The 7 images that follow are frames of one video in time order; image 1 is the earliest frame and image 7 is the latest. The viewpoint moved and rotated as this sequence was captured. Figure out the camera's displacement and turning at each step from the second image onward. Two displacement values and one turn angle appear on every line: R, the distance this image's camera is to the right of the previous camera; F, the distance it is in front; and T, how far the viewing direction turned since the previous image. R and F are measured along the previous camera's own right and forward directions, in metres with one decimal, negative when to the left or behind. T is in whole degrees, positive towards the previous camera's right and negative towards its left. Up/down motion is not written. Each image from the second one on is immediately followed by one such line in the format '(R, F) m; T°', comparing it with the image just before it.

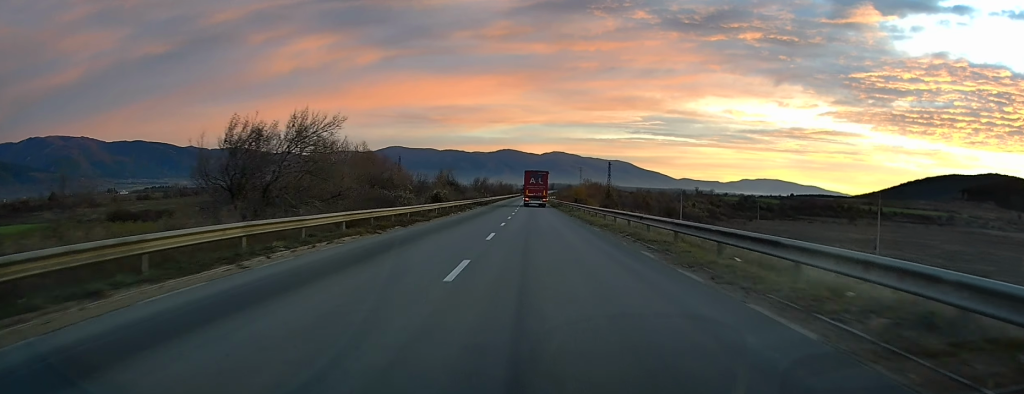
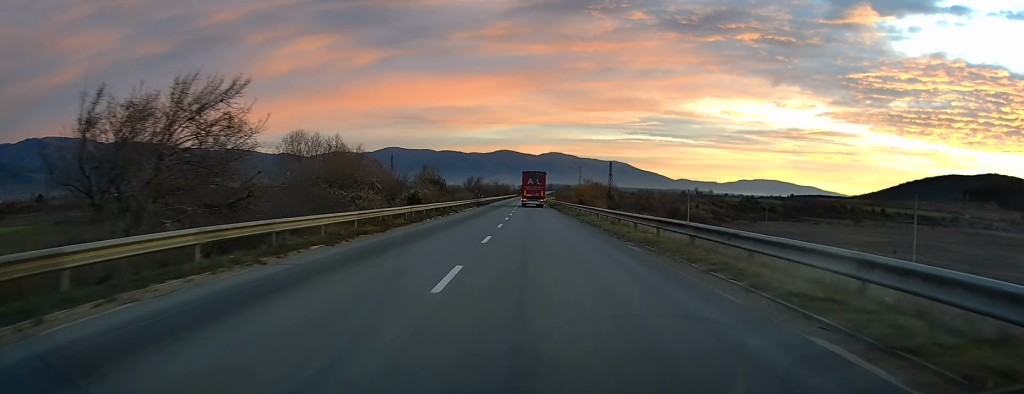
(+0.1, +10.2) m; 0°
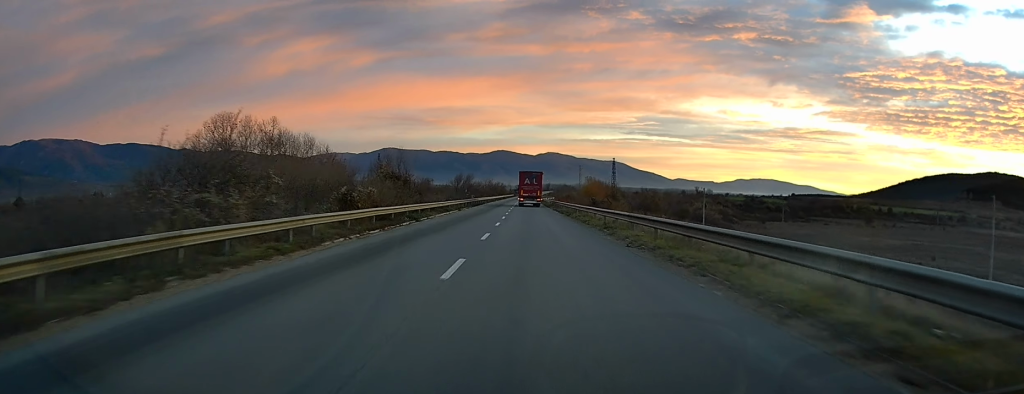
(-0.1, +16.5) m; 0°
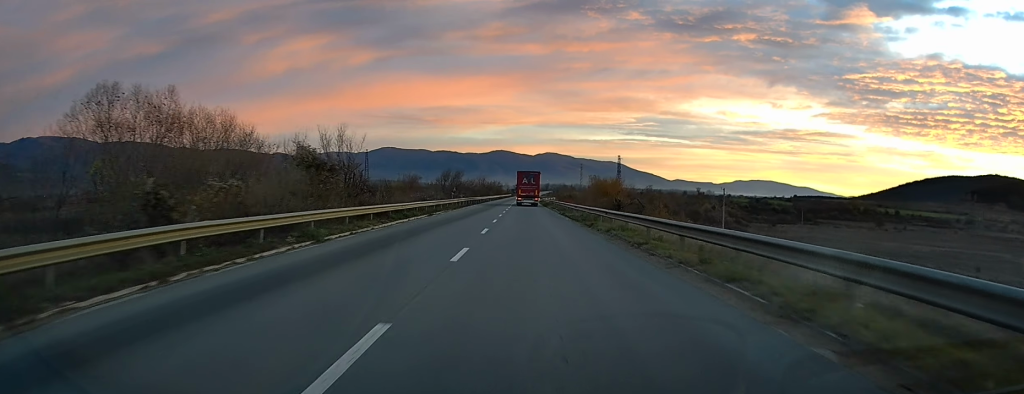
(-0.1, +15.7) m; 0°
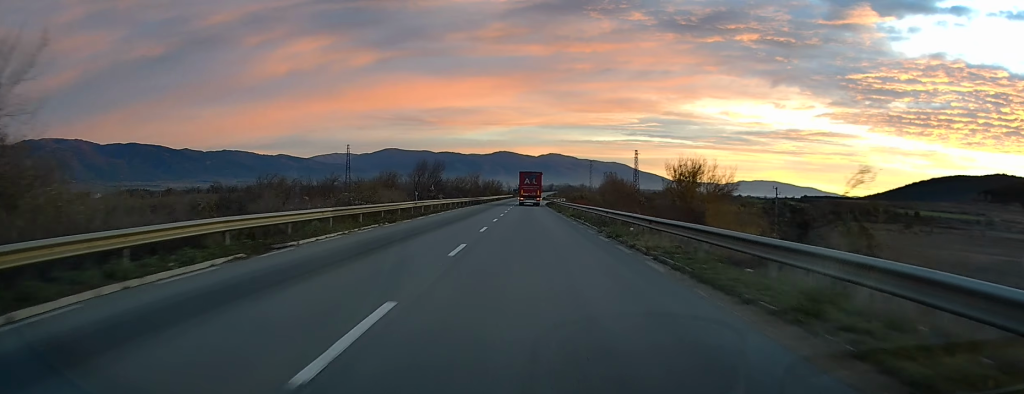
(+0.3, +25.9) m; 0°
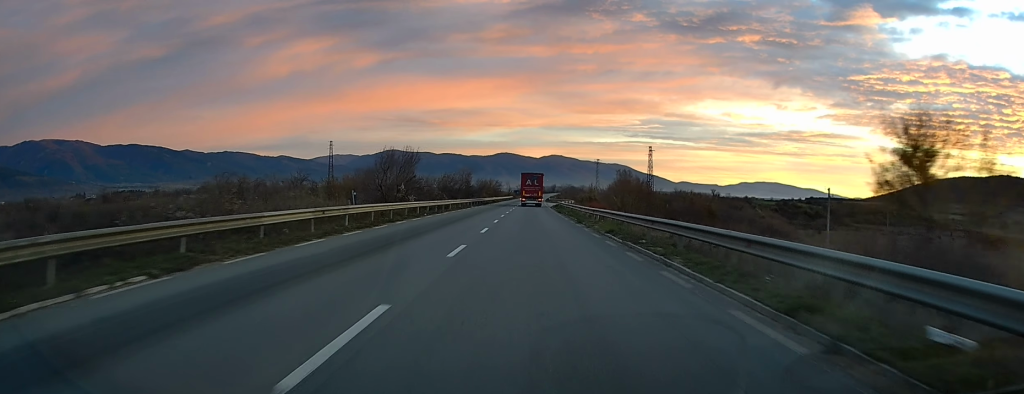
(+0.1, +18.0) m; -1°
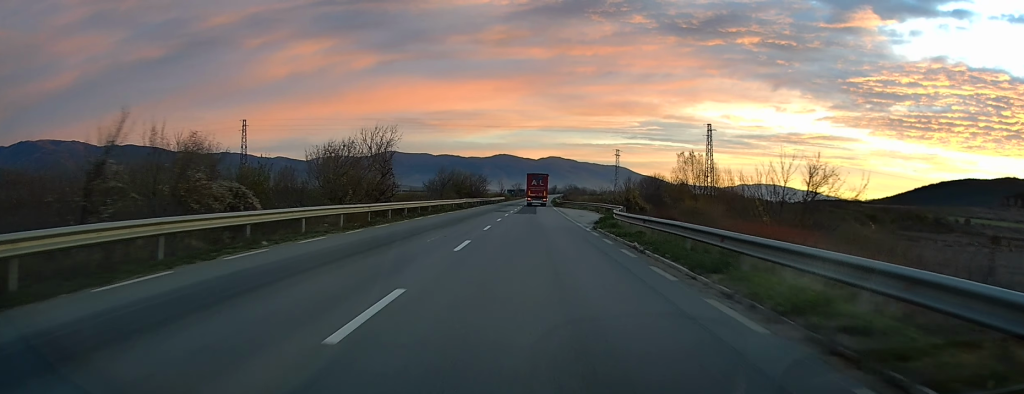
(+0.1, +52.6) m; +1°
